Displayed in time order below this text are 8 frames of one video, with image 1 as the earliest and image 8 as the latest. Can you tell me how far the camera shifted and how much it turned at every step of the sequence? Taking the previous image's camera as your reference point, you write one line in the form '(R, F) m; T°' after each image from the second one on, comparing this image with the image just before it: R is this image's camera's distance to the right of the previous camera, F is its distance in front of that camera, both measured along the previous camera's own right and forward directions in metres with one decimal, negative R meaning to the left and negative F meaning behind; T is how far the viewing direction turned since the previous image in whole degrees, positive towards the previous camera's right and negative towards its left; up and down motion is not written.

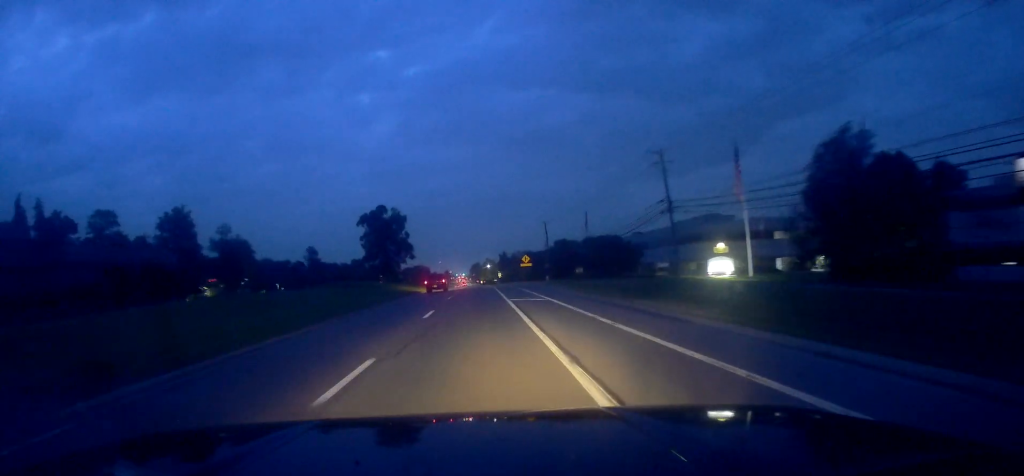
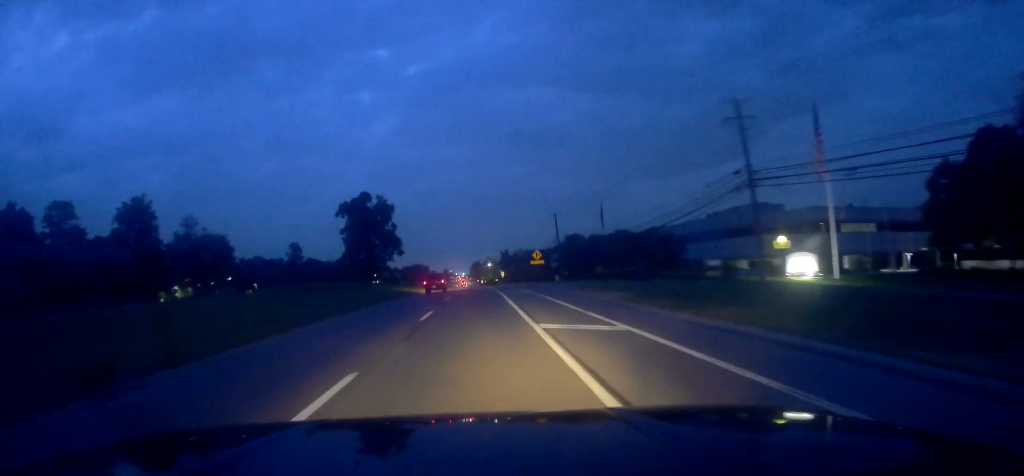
(+0.6, +17.1) m; 0°
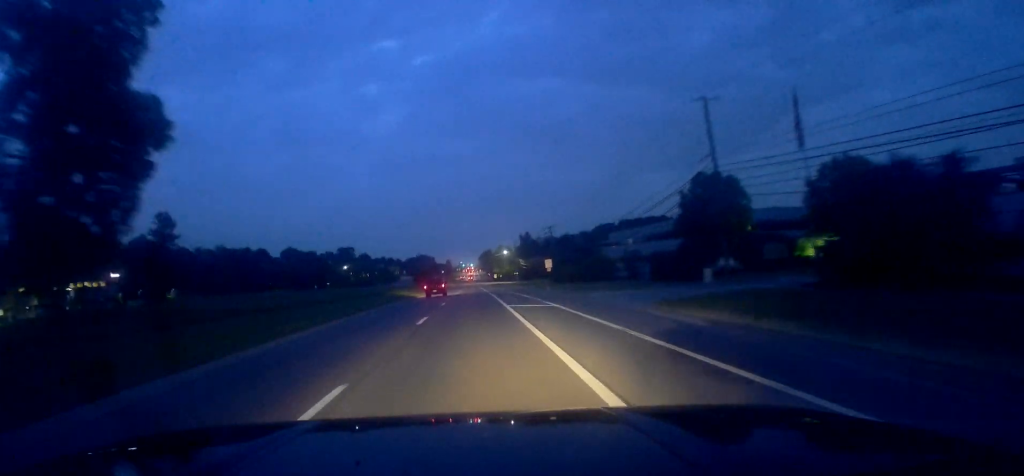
(-1.7, +77.5) m; -2°
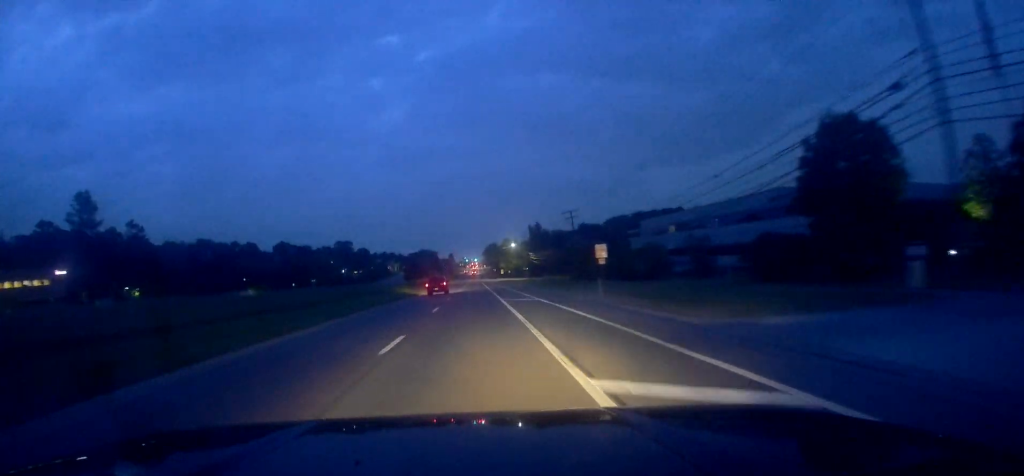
(-0.3, +23.0) m; -1°
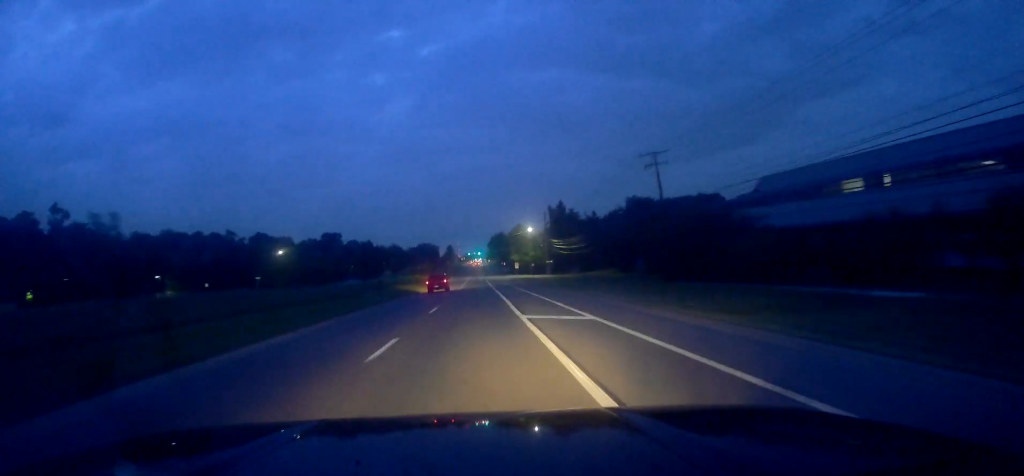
(+0.1, +47.2) m; 0°
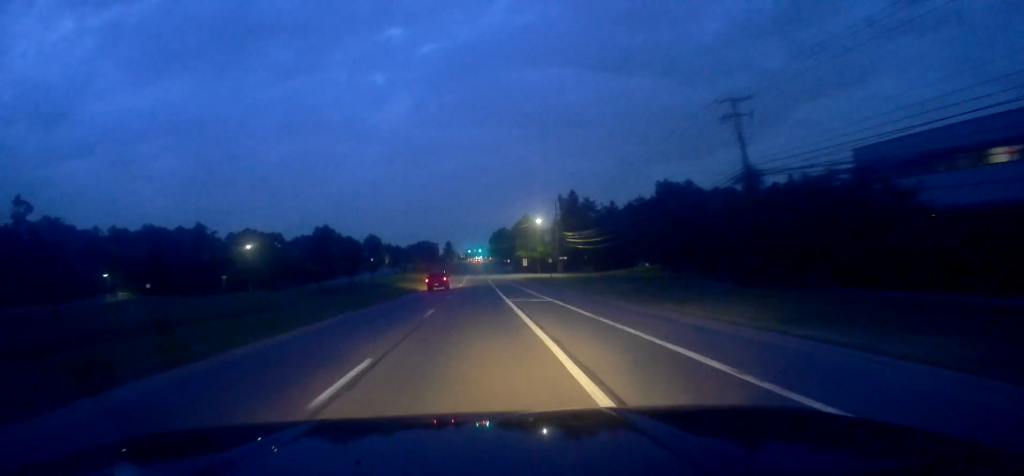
(-0.3, +17.9) m; 0°
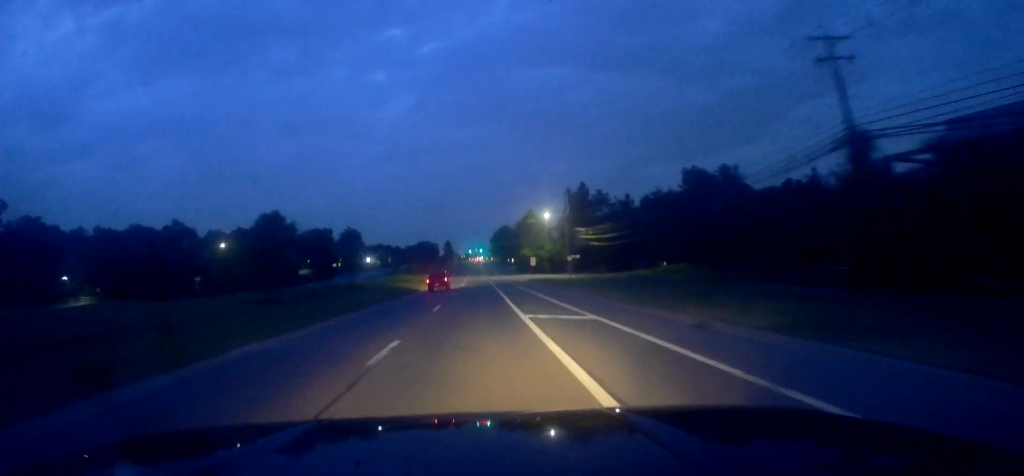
(+0.1, +11.8) m; 0°
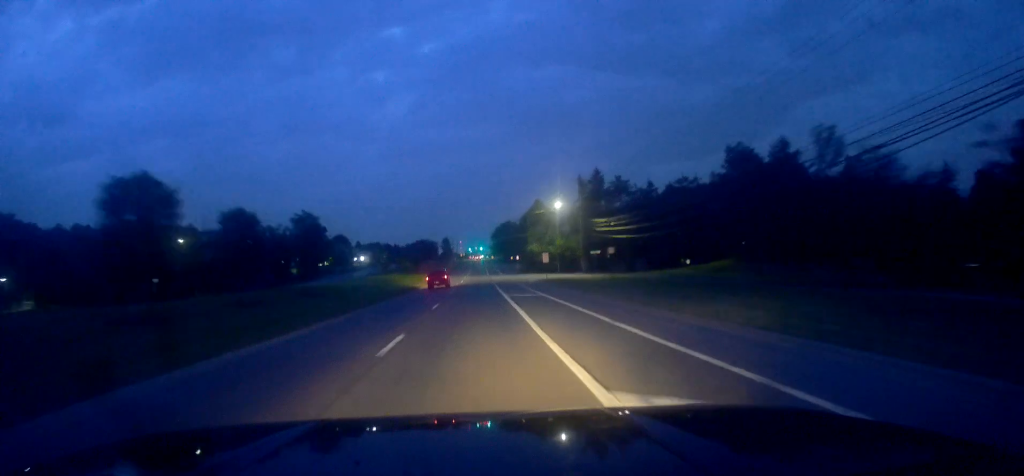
(+0.2, +14.5) m; 0°
